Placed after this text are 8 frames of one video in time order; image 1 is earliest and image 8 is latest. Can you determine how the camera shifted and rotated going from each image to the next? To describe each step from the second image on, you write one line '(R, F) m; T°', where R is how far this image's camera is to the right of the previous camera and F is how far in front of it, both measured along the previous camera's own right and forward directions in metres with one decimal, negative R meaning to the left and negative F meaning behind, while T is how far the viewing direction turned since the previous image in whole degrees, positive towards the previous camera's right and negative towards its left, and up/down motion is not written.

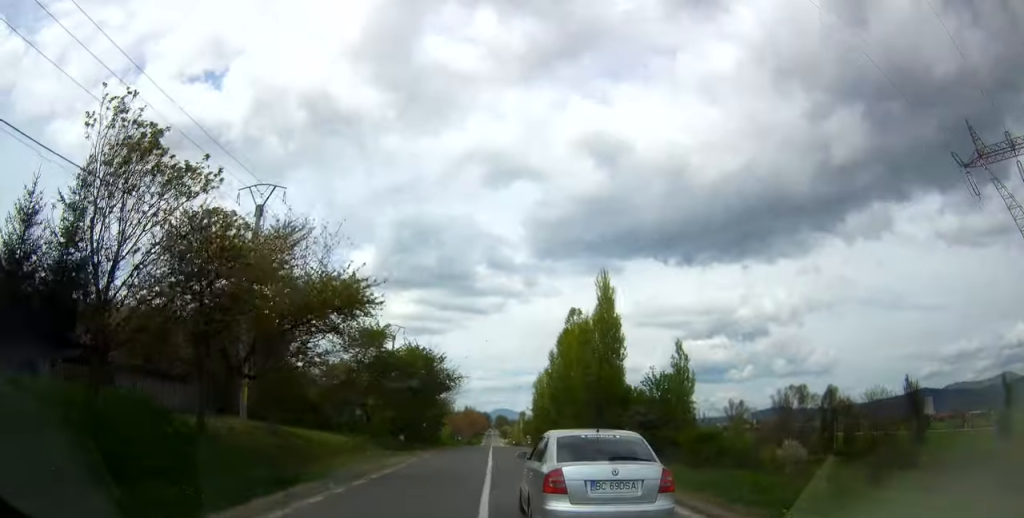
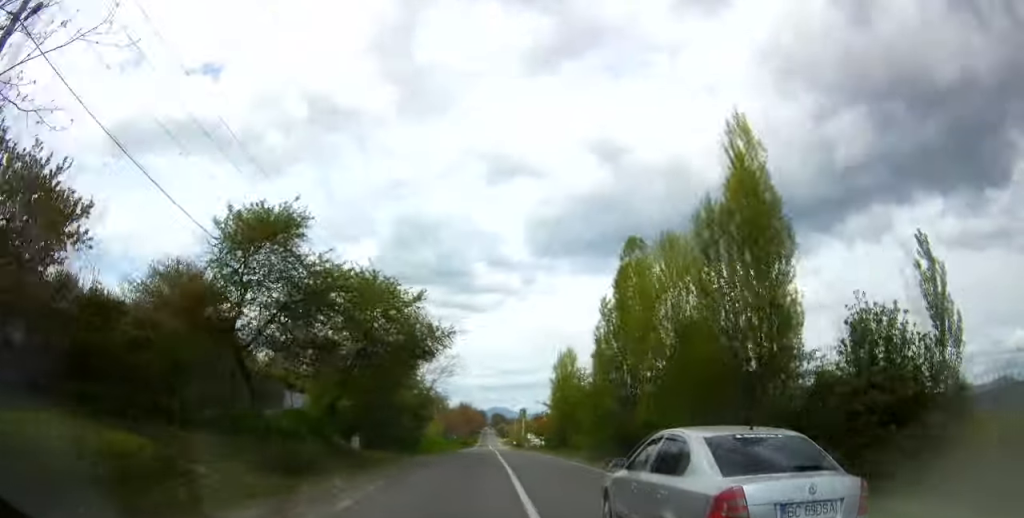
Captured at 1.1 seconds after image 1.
(-0.1, +17.8) m; 0°
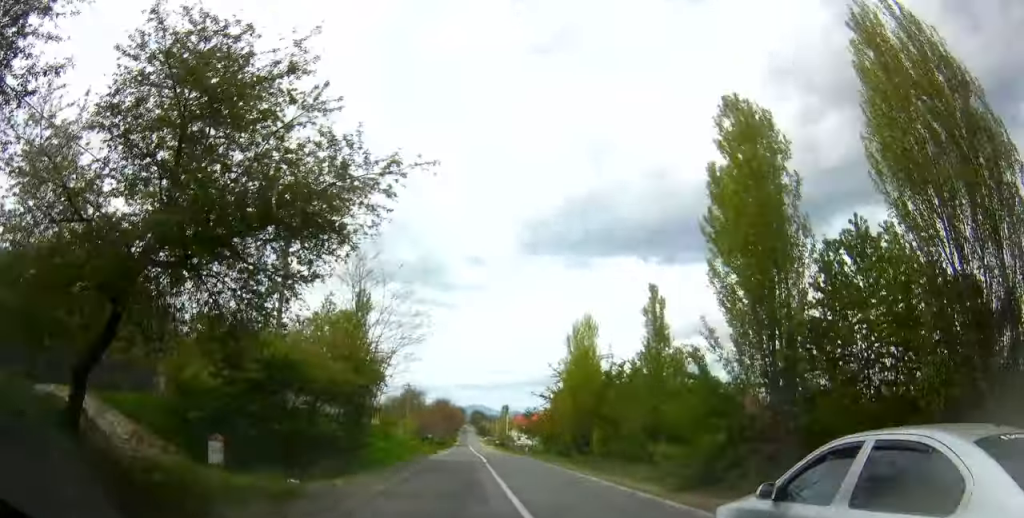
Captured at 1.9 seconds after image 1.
(0.0, +14.5) m; +1°
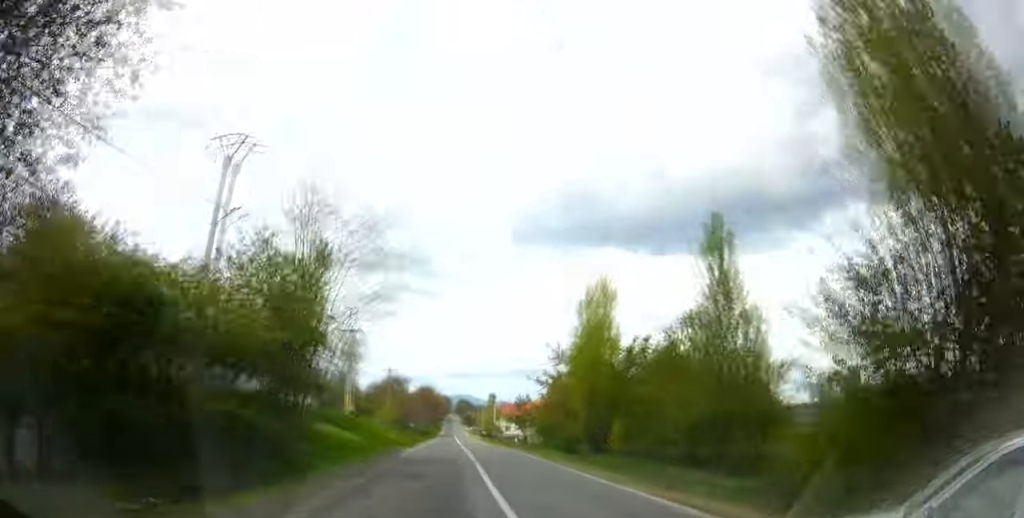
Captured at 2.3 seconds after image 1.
(-0.1, +7.1) m; +1°
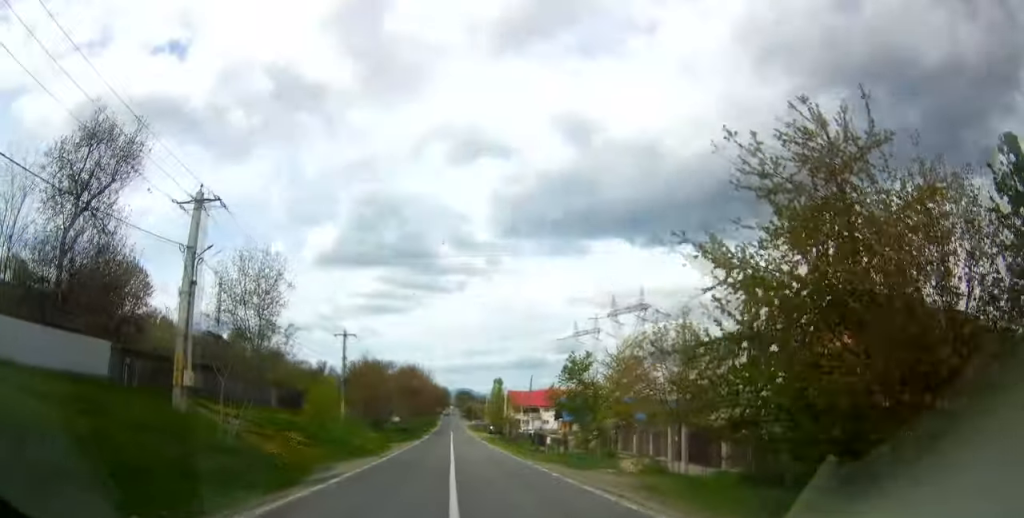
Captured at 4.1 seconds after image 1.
(+0.8, +33.8) m; +1°
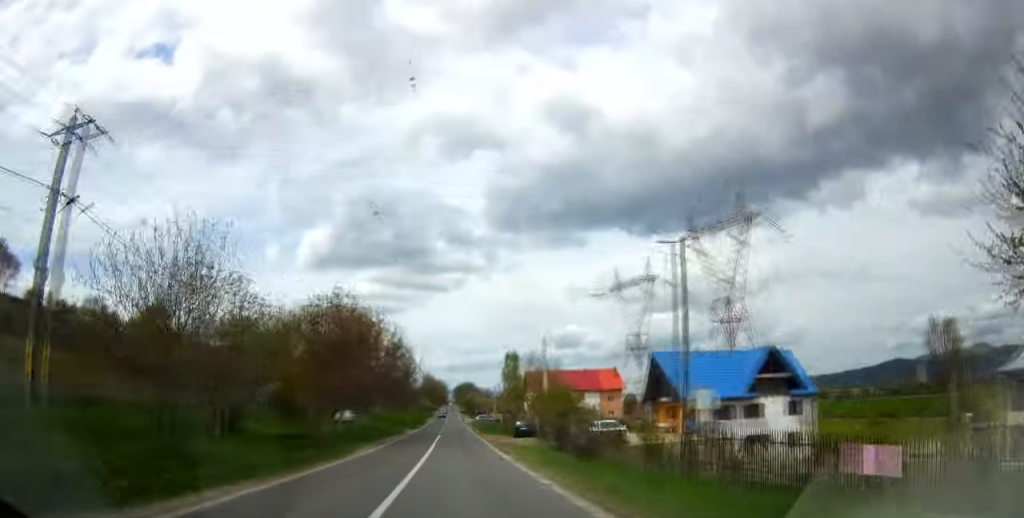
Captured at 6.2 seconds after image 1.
(-0.2, +44.0) m; 0°
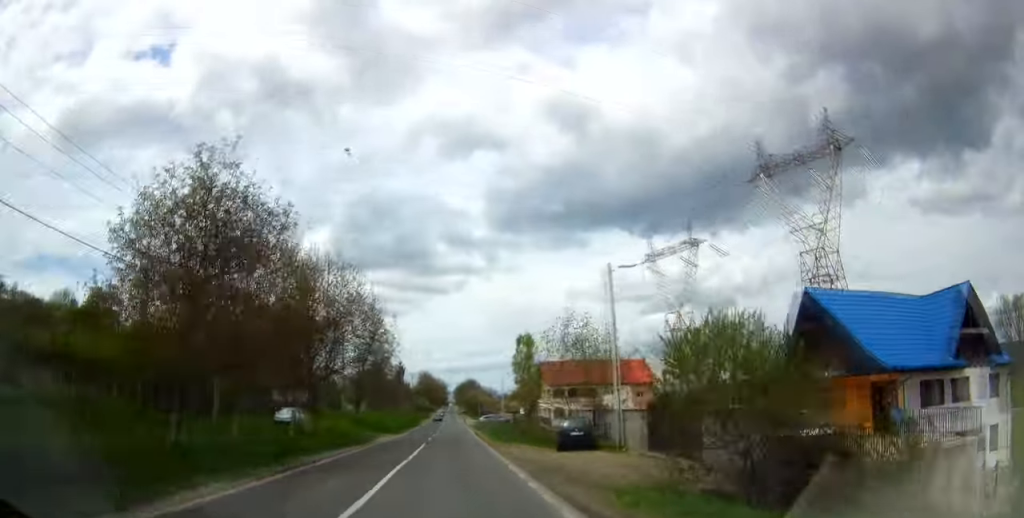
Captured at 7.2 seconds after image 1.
(0.0, +20.7) m; 0°
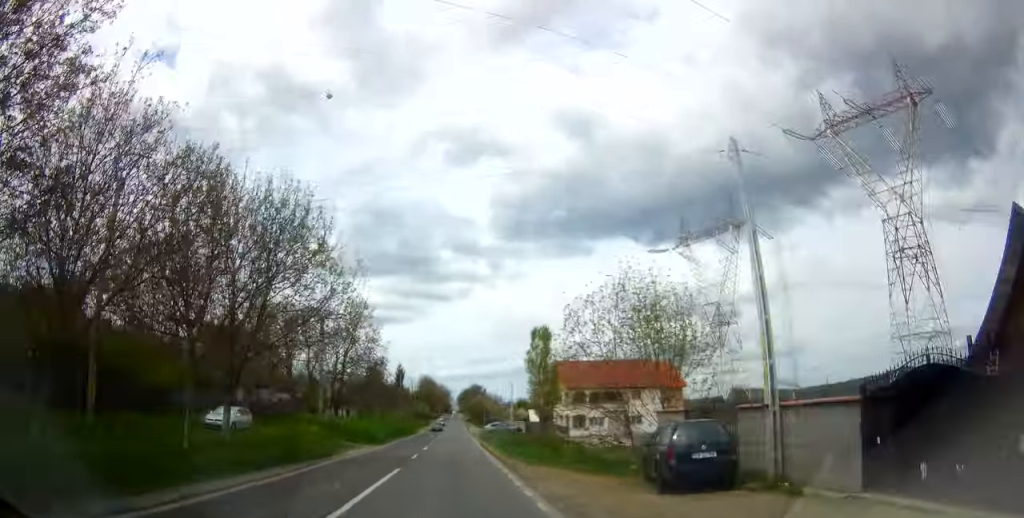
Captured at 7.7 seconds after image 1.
(0.0, +12.9) m; 0°
